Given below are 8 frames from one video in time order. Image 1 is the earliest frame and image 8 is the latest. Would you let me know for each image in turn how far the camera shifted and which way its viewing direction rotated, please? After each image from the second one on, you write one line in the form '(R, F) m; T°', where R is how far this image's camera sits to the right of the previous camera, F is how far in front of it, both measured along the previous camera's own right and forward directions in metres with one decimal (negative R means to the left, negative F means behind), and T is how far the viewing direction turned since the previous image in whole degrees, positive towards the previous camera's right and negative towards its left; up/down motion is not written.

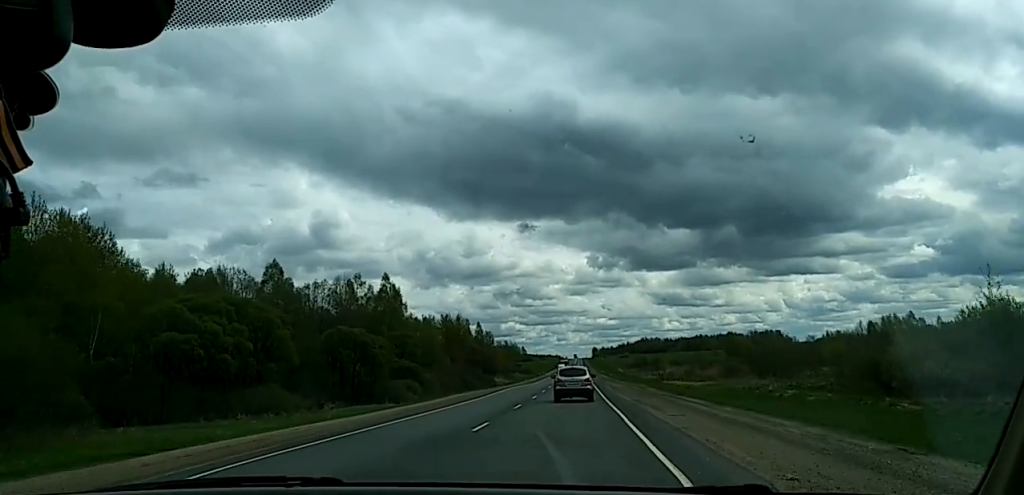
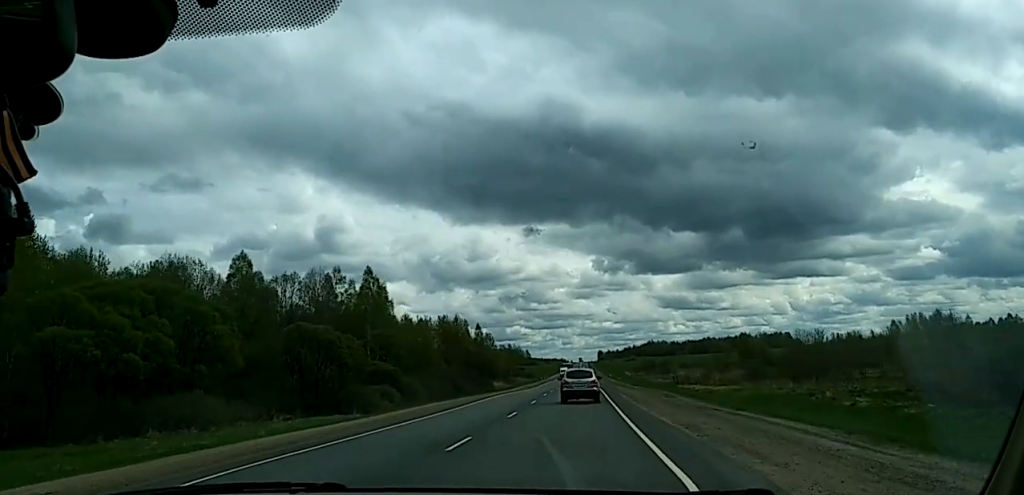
(+0.3, +16.1) m; +1°
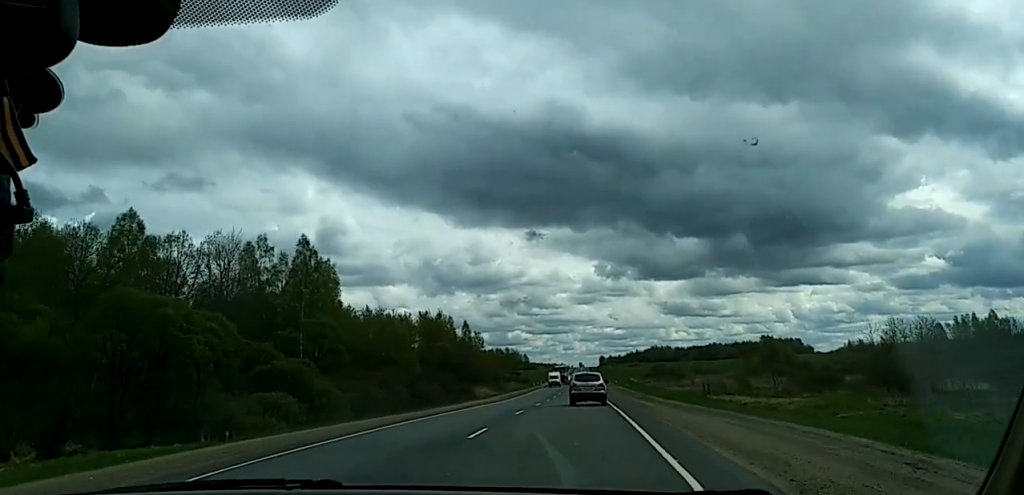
(+0.5, +33.5) m; 0°
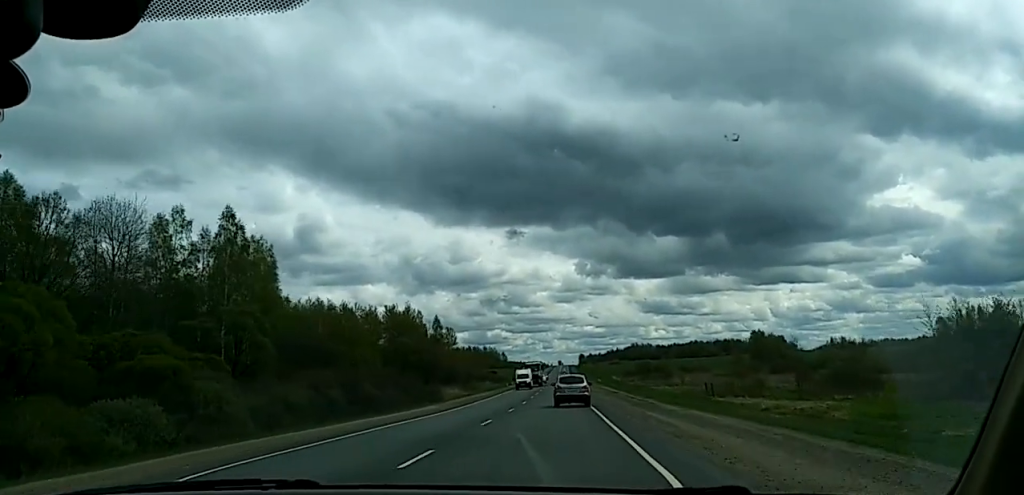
(-0.1, +16.4) m; -1°
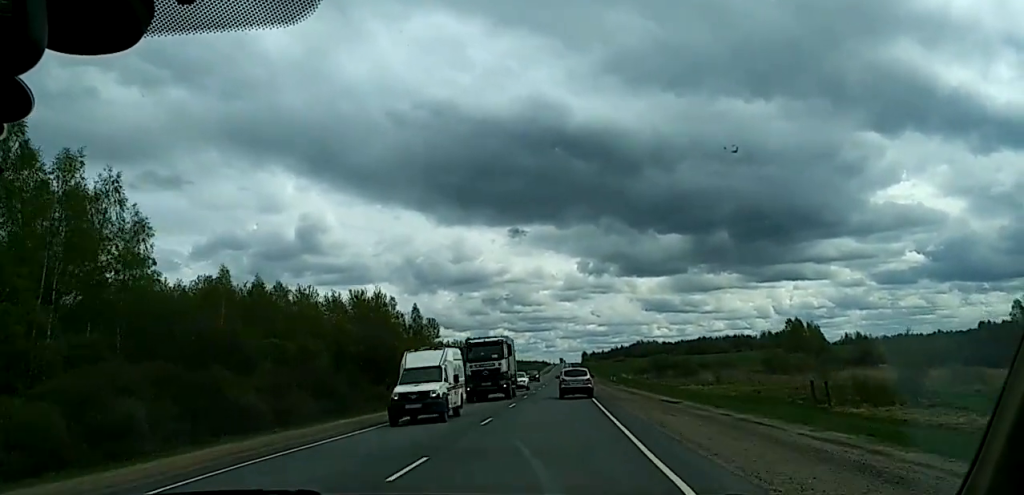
(-0.4, +37.0) m; -1°
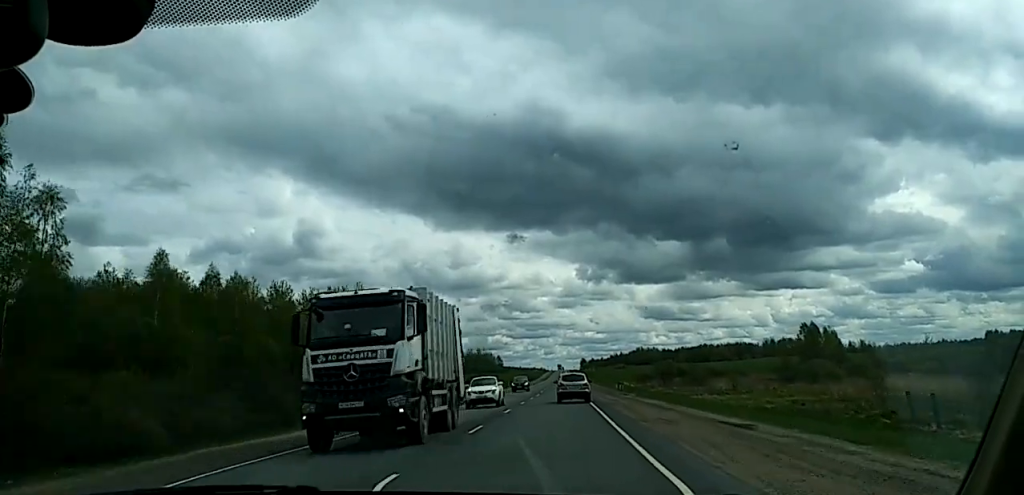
(+0.1, +15.0) m; 0°
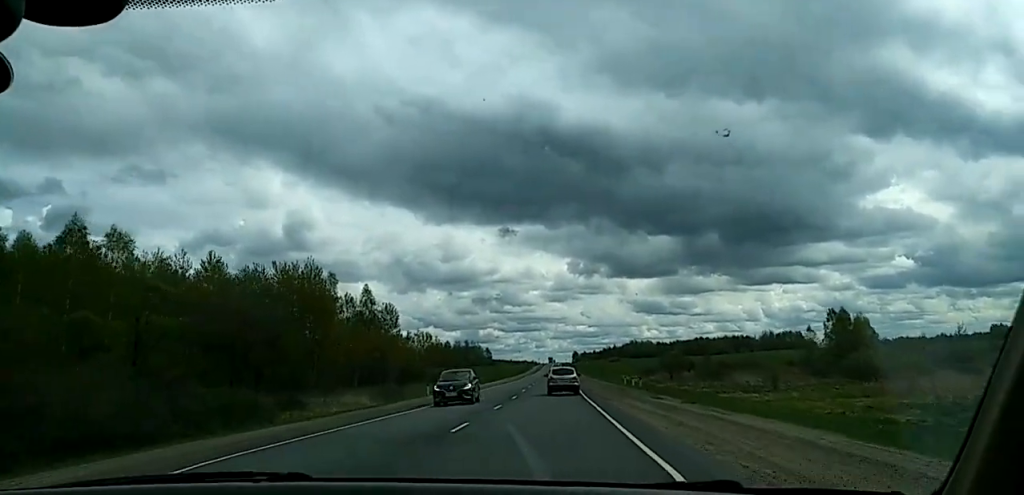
(-0.1, +26.6) m; +1°
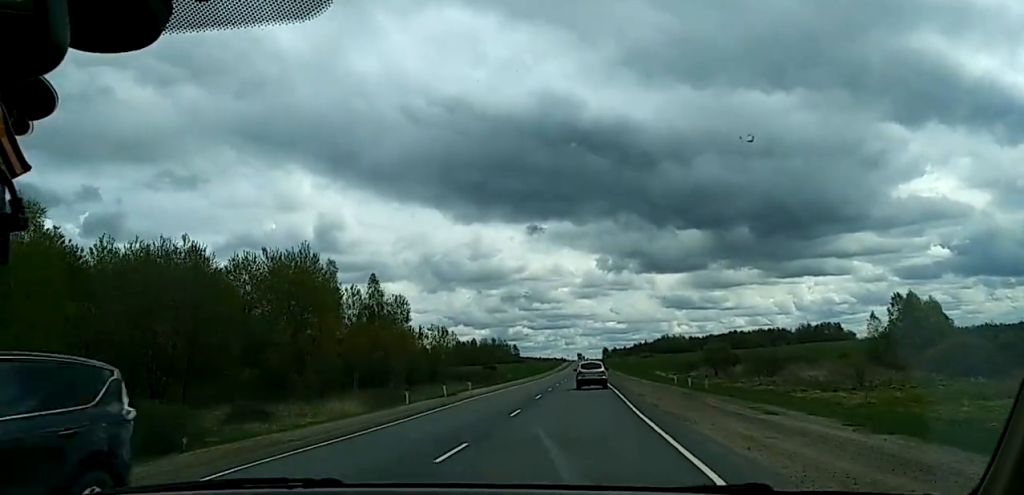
(+0.4, +17.3) m; +1°
